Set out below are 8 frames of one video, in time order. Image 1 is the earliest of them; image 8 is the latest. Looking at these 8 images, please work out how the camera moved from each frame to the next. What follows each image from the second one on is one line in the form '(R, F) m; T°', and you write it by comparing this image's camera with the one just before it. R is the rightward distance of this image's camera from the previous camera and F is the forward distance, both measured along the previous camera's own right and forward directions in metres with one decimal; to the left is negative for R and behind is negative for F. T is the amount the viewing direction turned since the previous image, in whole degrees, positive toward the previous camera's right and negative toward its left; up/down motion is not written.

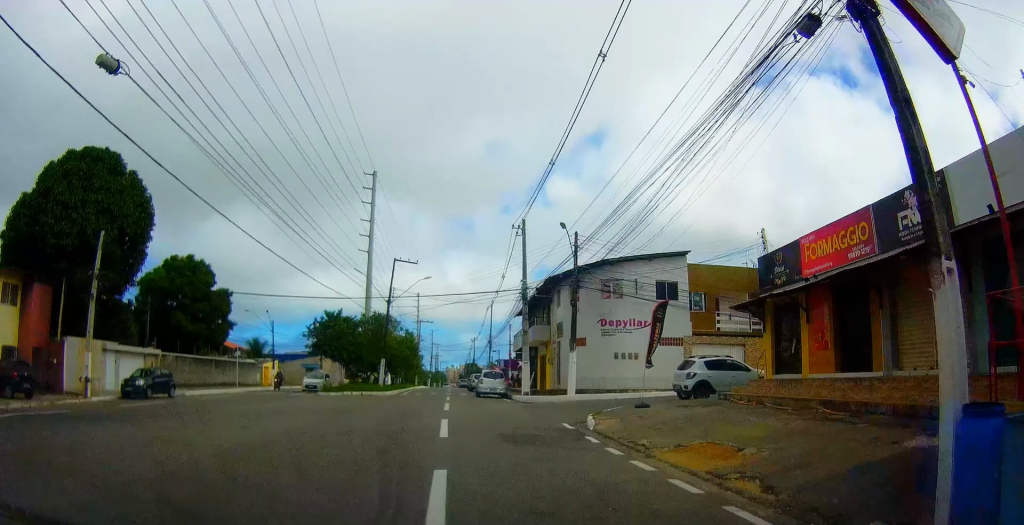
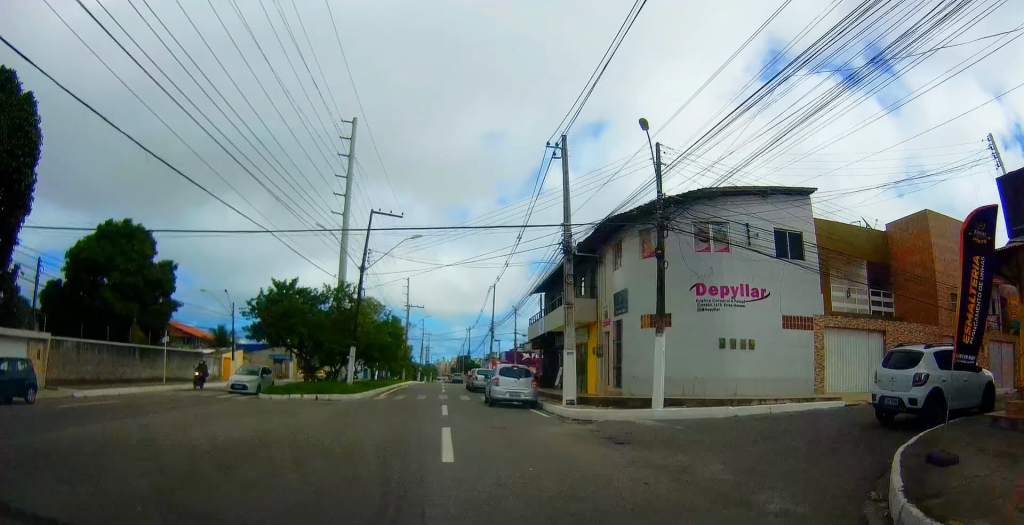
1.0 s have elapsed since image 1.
(+0.3, +11.6) m; +2°
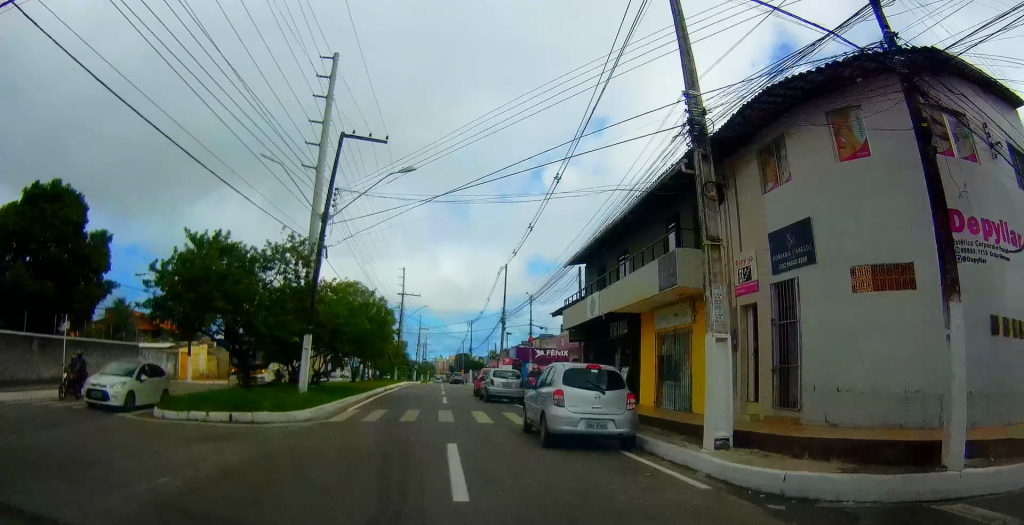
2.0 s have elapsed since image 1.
(+0.1, +10.7) m; -1°
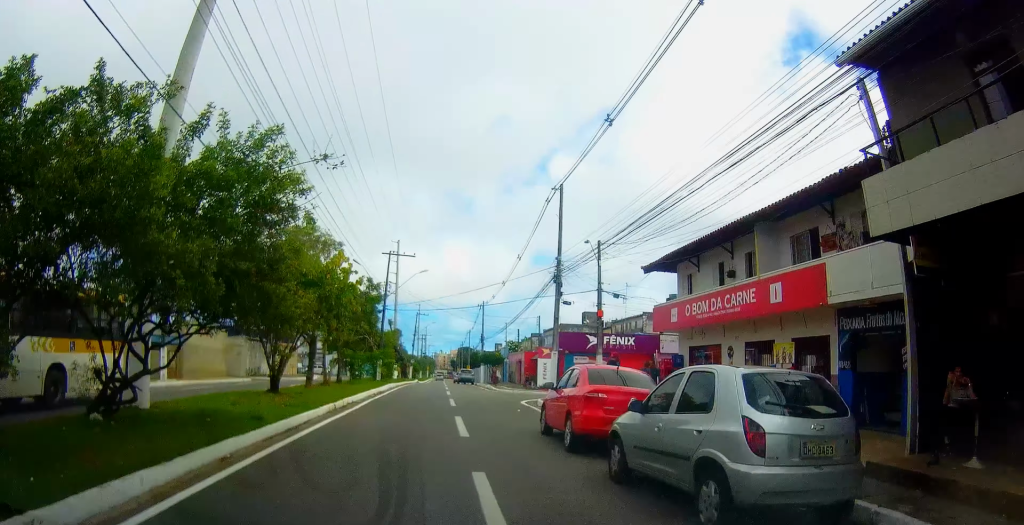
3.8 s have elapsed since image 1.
(-0.5, +20.1) m; -2°
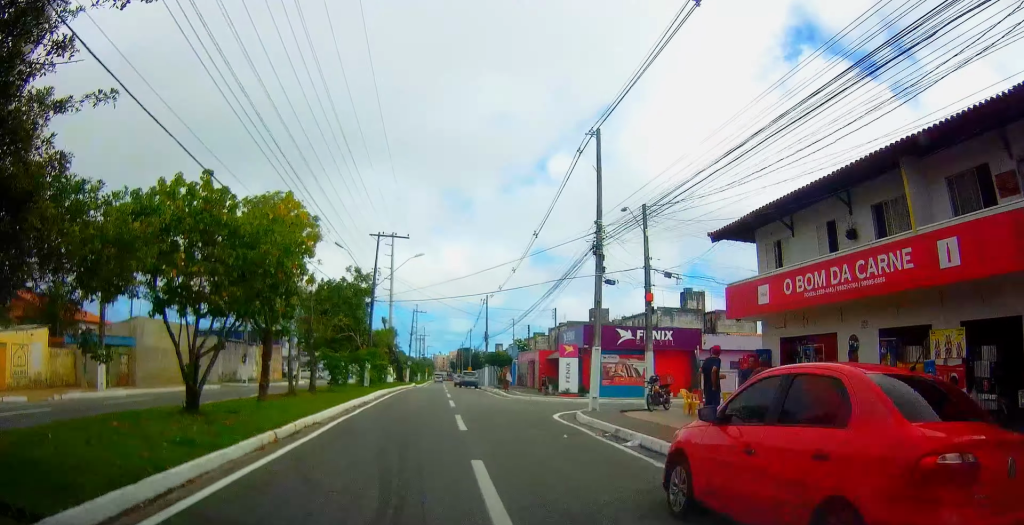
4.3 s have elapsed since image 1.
(+0.1, +7.0) m; -1°
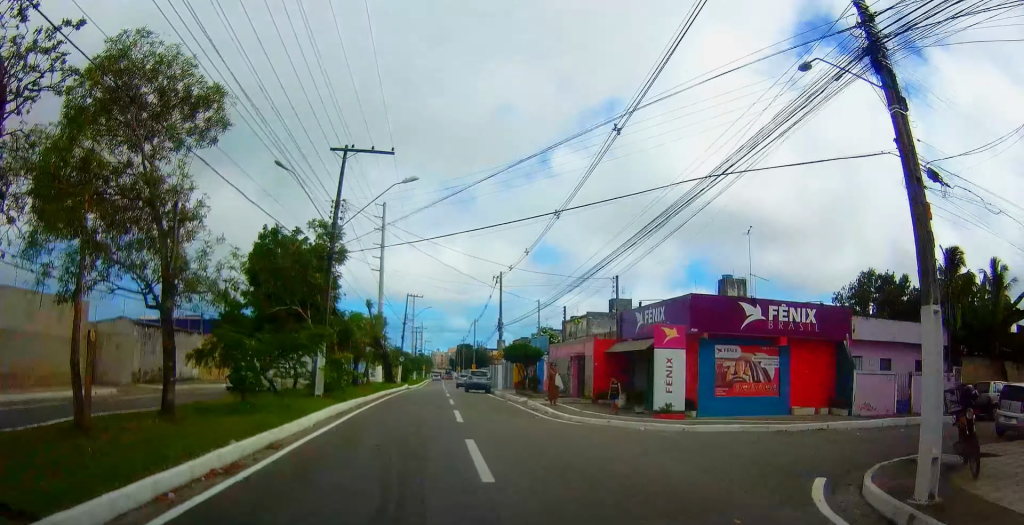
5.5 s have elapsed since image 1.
(-0.3, +14.5) m; +1°
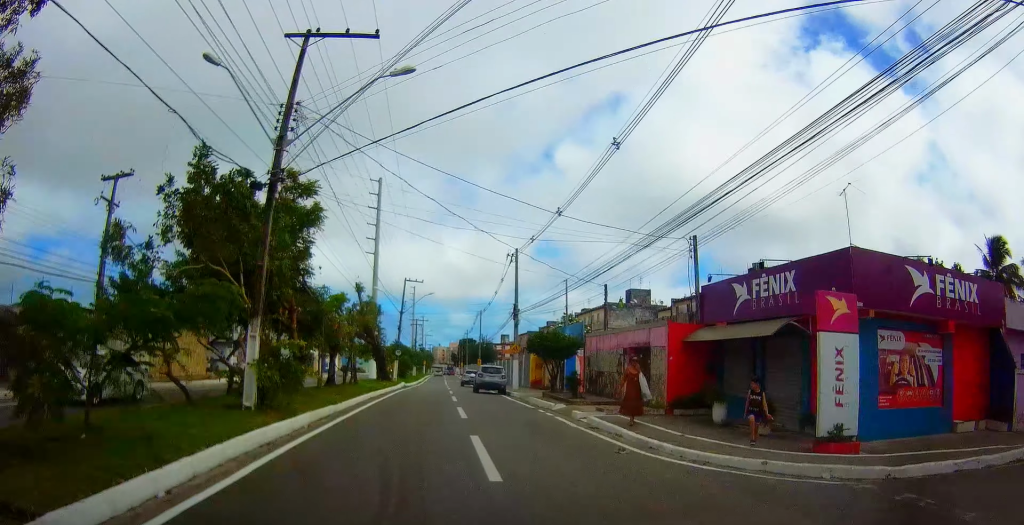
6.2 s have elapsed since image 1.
(+0.5, +8.5) m; +1°
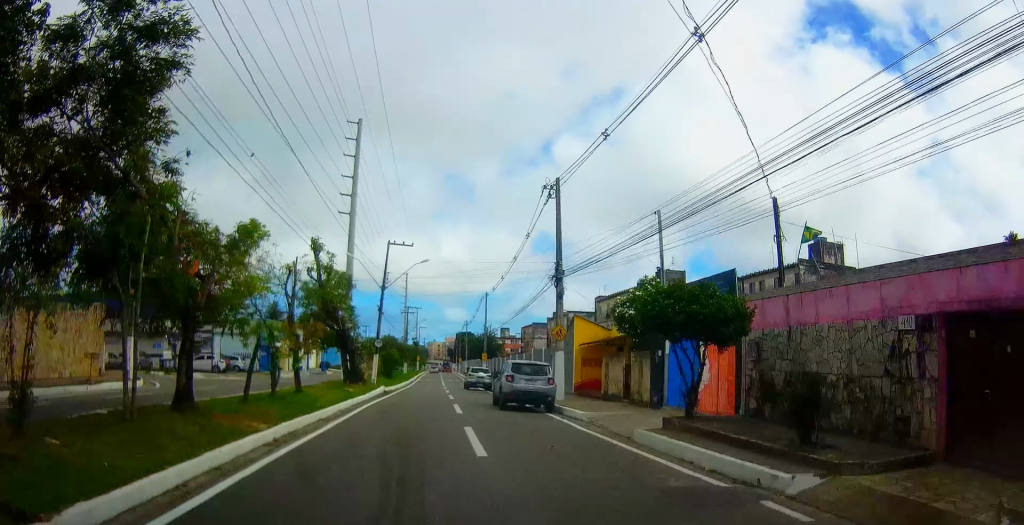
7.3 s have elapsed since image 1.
(-0.2, +14.7) m; 0°
